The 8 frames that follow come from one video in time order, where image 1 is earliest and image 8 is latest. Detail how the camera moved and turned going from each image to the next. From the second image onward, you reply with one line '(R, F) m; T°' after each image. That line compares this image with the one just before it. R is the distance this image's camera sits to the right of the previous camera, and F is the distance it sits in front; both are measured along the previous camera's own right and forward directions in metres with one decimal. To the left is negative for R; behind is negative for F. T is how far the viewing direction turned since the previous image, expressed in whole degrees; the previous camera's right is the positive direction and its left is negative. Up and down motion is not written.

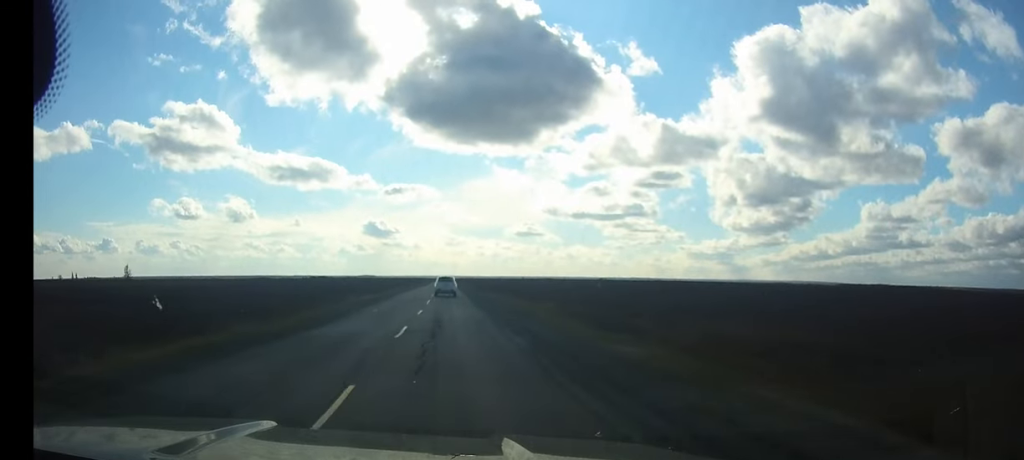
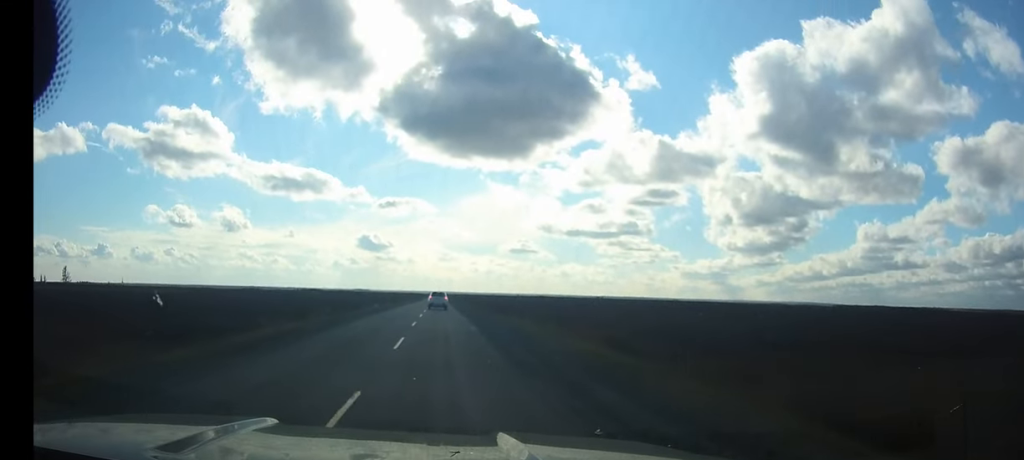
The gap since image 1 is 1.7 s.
(0.0, +21.9) m; 0°
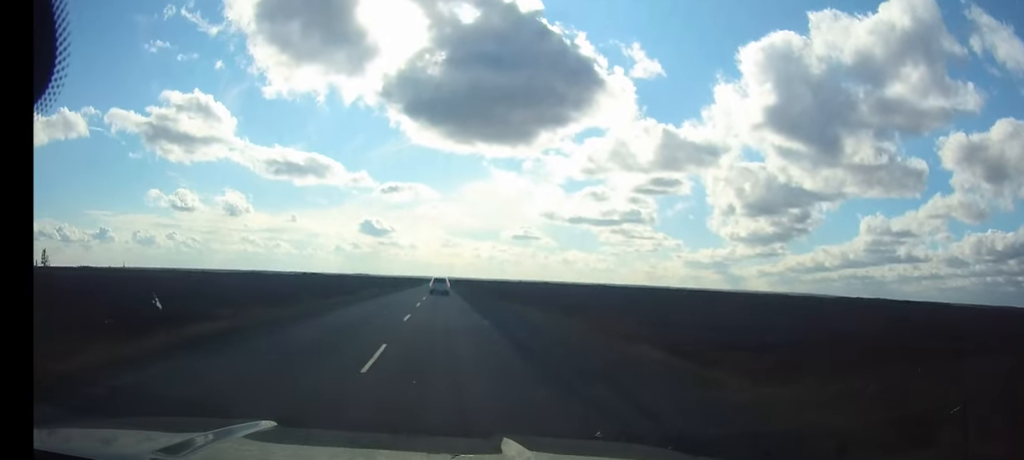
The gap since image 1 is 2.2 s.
(0.0, +7.1) m; 0°
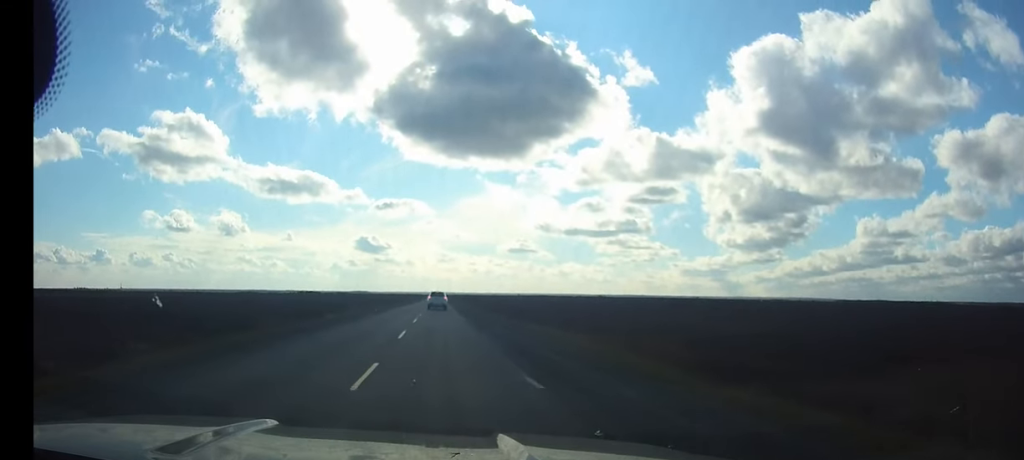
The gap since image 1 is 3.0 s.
(0.0, +10.1) m; 0°
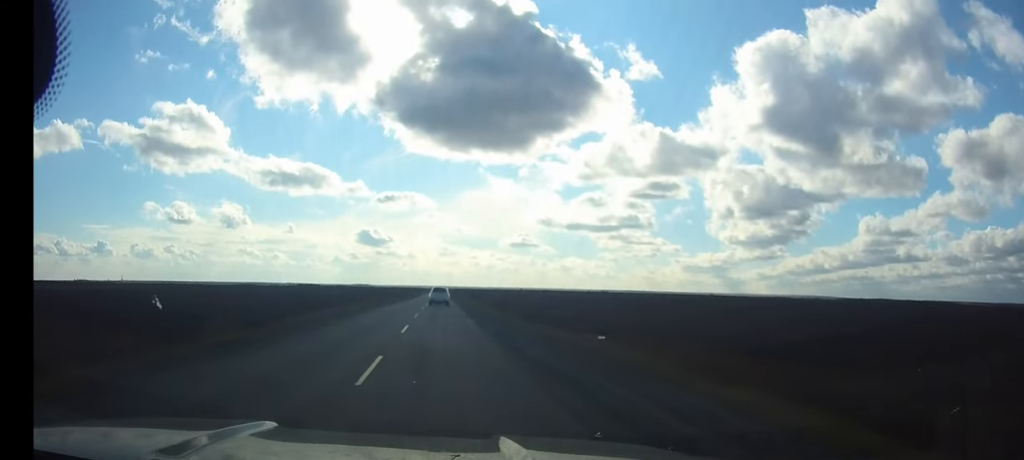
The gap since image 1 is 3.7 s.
(0.0, +8.3) m; 0°
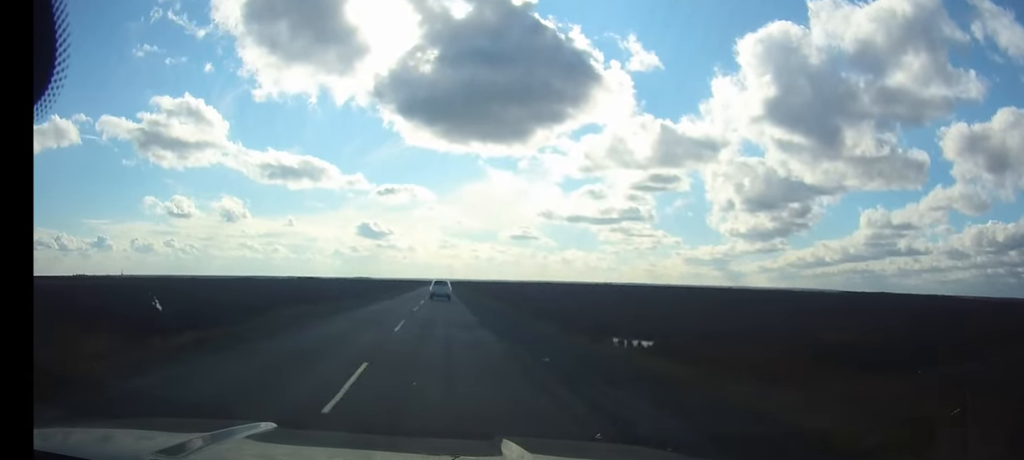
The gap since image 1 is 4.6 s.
(0.0, +12.1) m; 0°
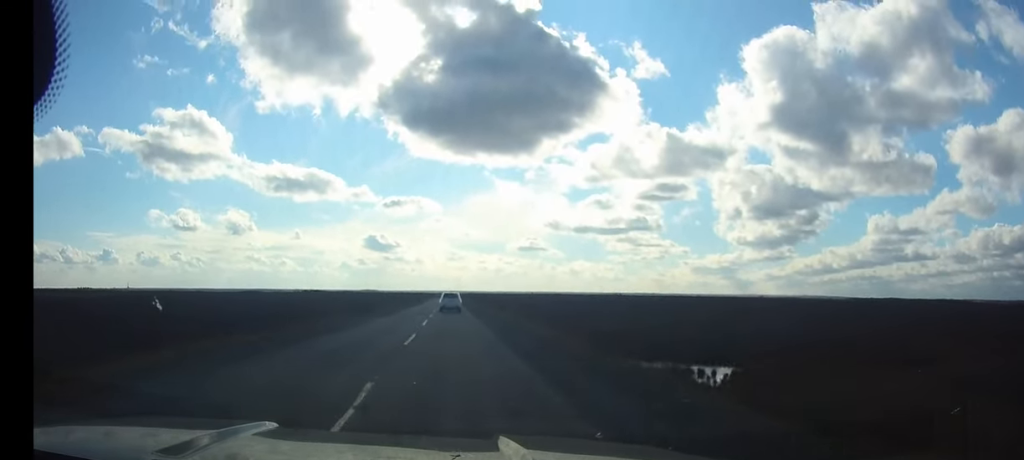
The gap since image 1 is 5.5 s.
(0.0, +11.4) m; 0°
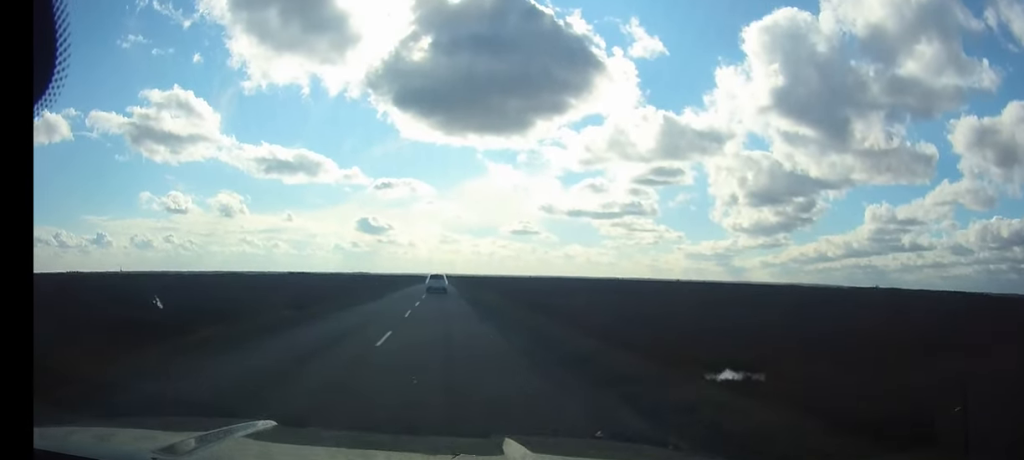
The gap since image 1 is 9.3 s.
(+0.2, +48.9) m; 0°
